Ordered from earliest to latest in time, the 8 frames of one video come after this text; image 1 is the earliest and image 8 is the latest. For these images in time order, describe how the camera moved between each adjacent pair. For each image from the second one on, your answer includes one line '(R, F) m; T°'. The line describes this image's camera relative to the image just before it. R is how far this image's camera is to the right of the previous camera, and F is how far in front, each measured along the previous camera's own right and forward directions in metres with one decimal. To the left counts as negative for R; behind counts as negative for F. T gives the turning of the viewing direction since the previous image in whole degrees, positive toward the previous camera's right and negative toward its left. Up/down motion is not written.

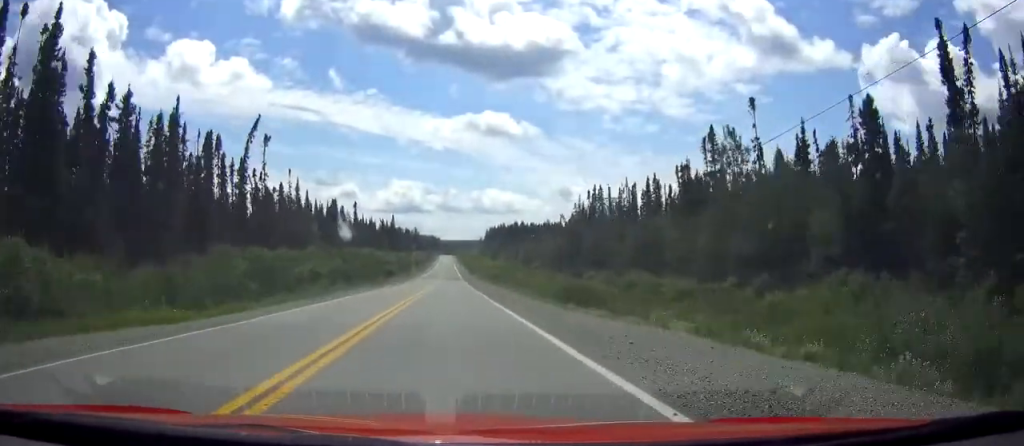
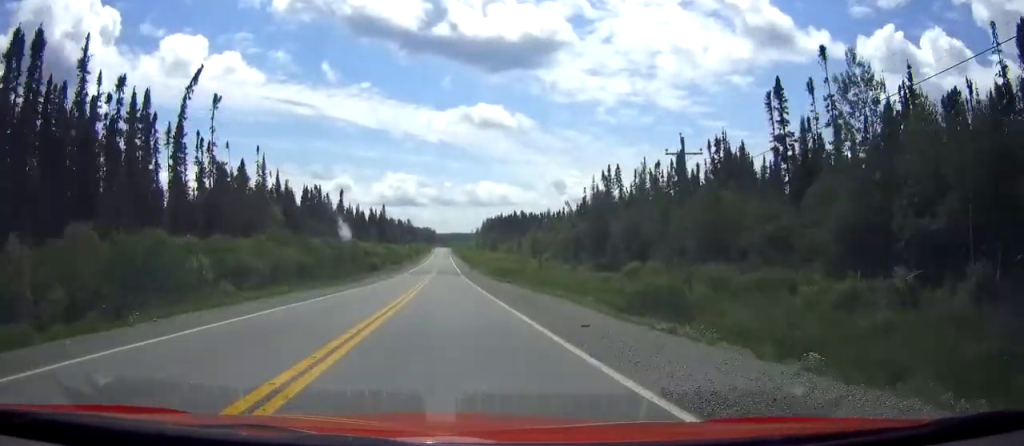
(0.0, +20.8) m; 0°
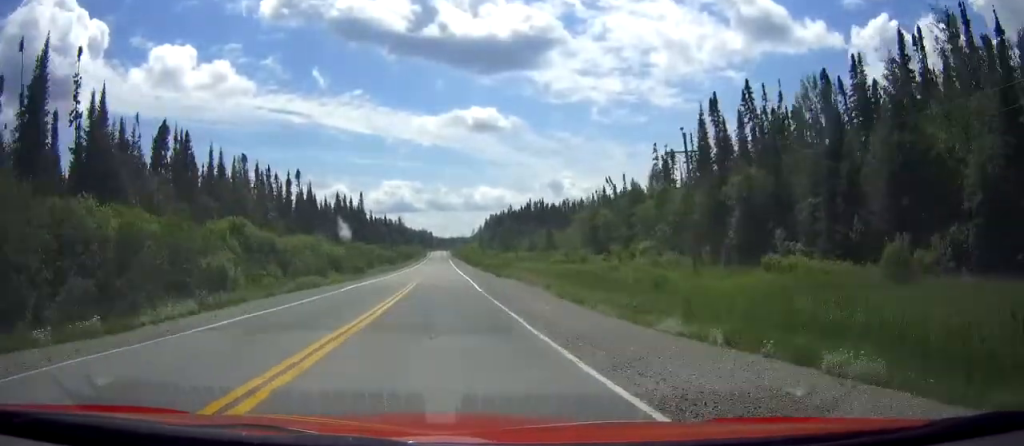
(0.0, +63.4) m; 0°
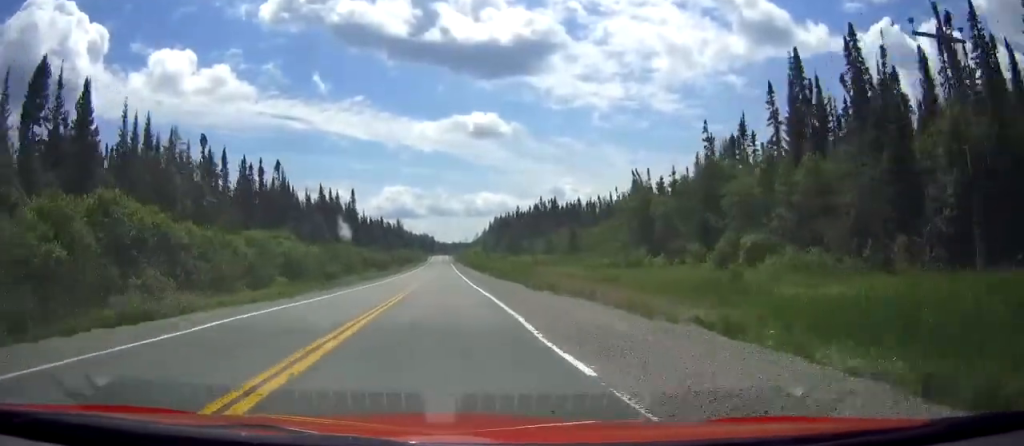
(-0.1, +22.5) m; 0°
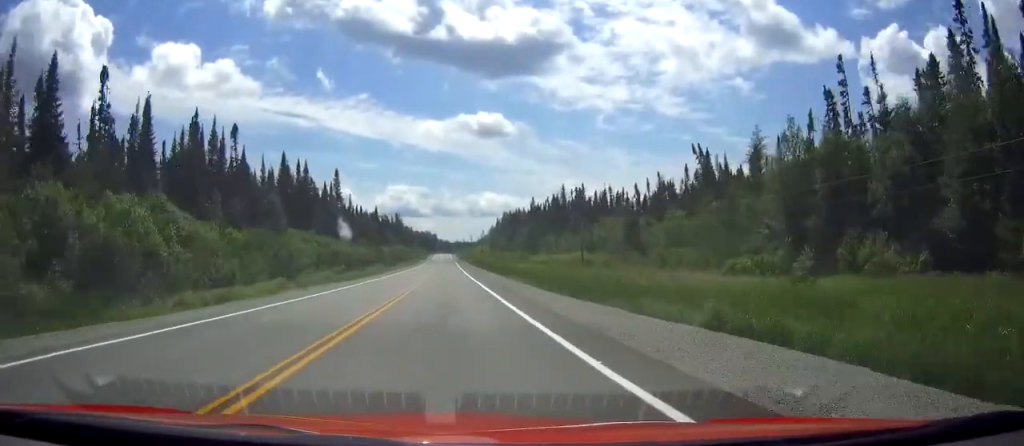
(-0.1, +34.5) m; 0°
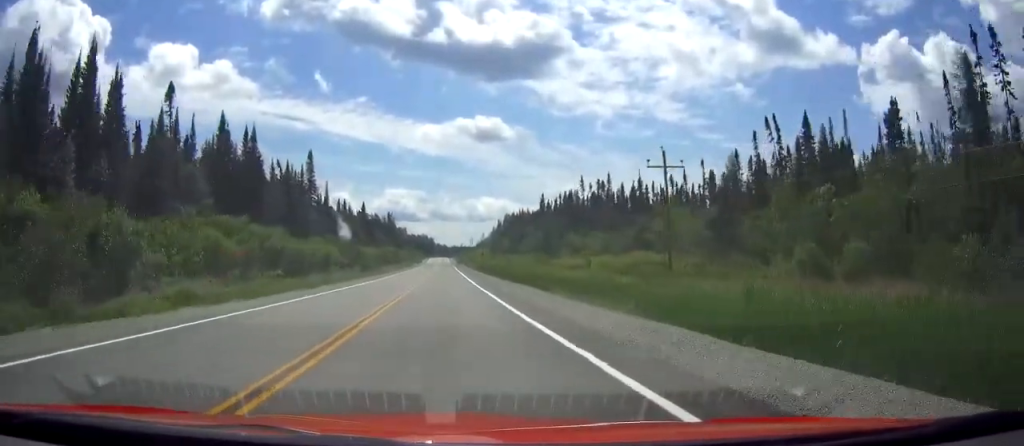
(0.0, +28.1) m; 0°
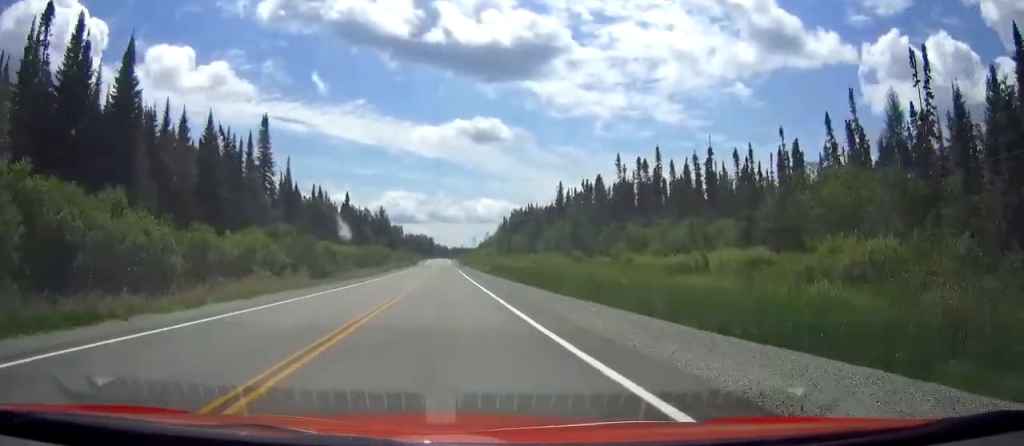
(0.0, +32.4) m; 0°
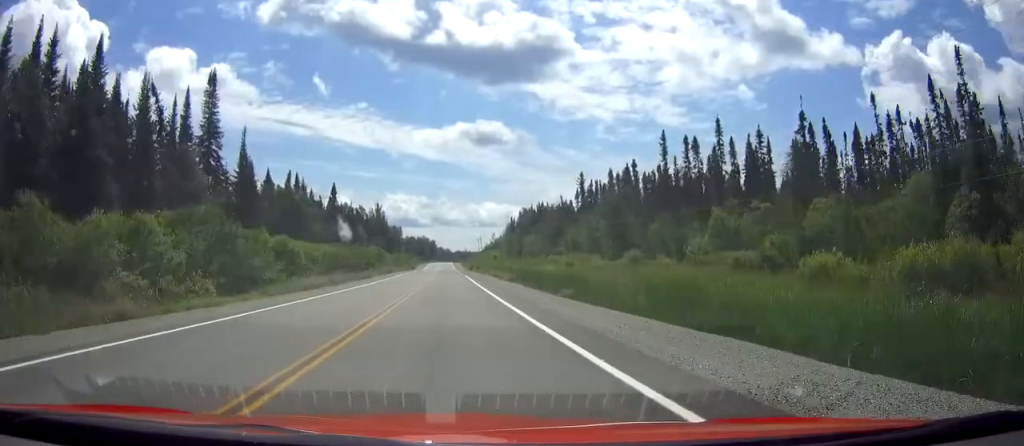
(0.0, +23.7) m; 0°
